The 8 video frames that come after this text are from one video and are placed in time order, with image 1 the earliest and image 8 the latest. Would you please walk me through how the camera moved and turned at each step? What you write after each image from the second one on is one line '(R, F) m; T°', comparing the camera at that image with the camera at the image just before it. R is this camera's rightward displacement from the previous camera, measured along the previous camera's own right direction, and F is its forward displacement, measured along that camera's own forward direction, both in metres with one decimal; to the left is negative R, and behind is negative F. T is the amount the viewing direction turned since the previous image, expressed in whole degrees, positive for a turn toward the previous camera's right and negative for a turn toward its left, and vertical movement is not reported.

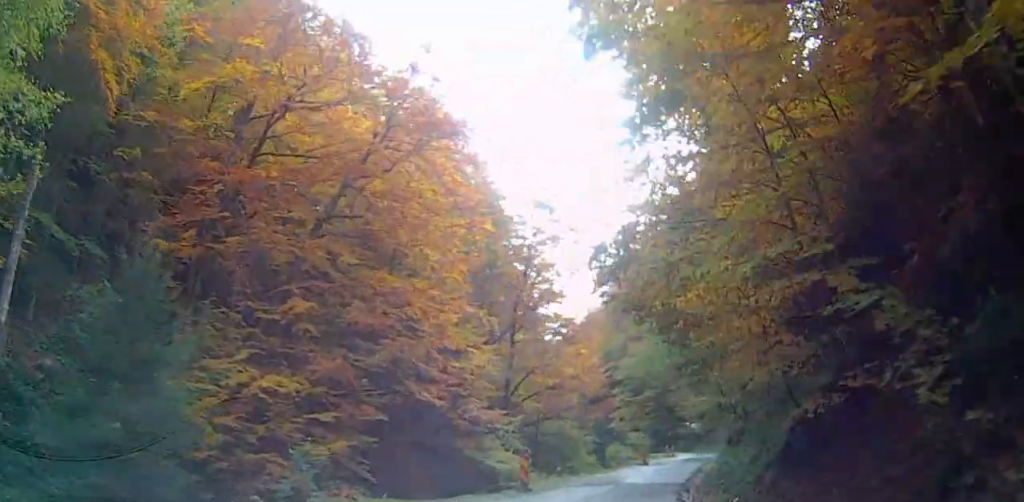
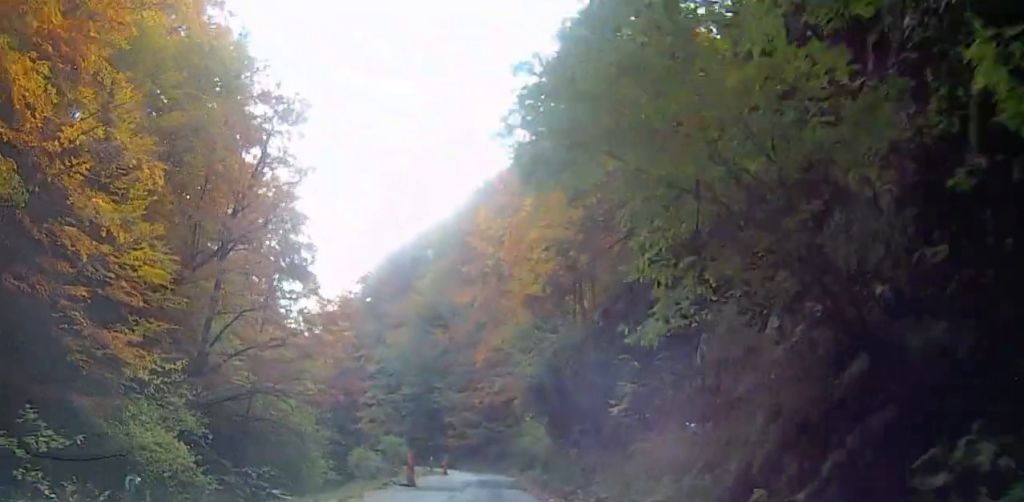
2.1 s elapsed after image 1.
(+8.8, +25.5) m; +36°
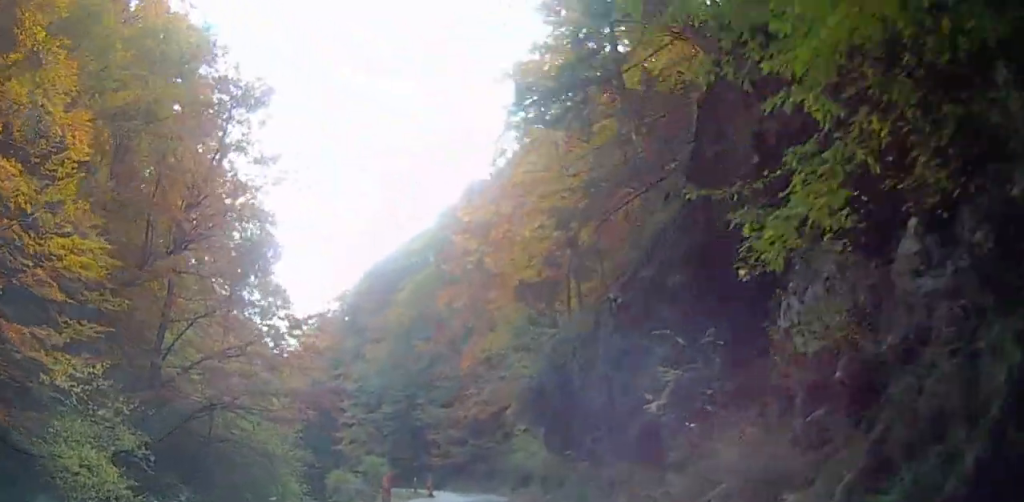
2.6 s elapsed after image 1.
(+0.3, +4.8) m; -3°
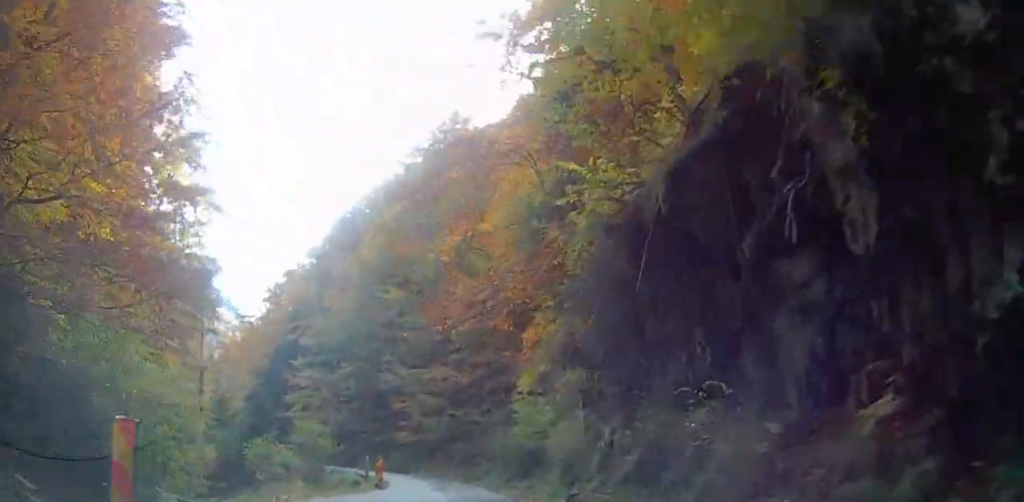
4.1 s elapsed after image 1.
(-2.0, +16.6) m; -11°
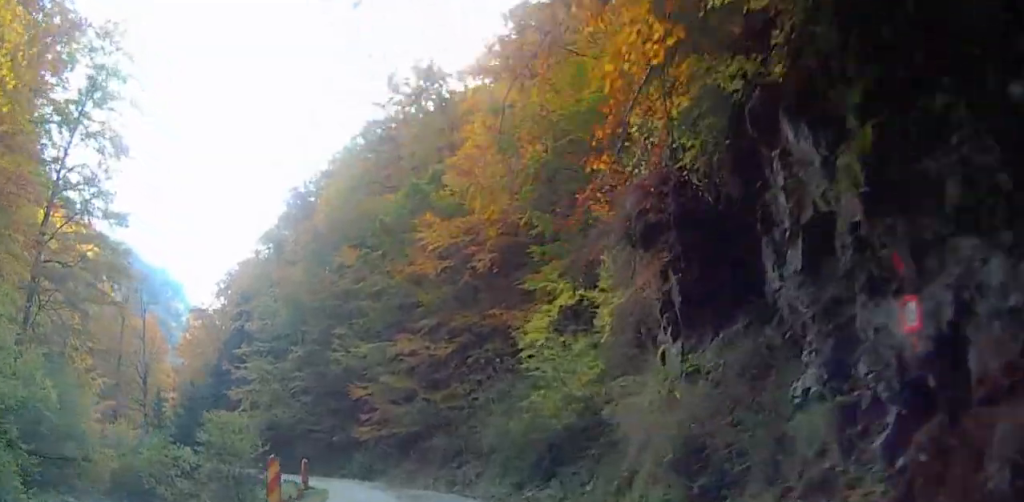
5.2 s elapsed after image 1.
(+0.3, +12.9) m; +4°
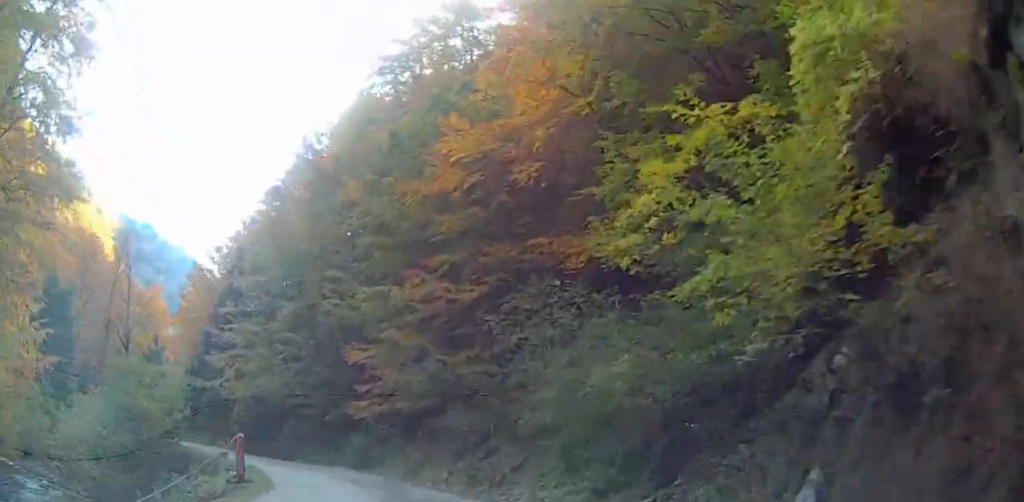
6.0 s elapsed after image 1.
(+0.7, +10.3) m; 0°
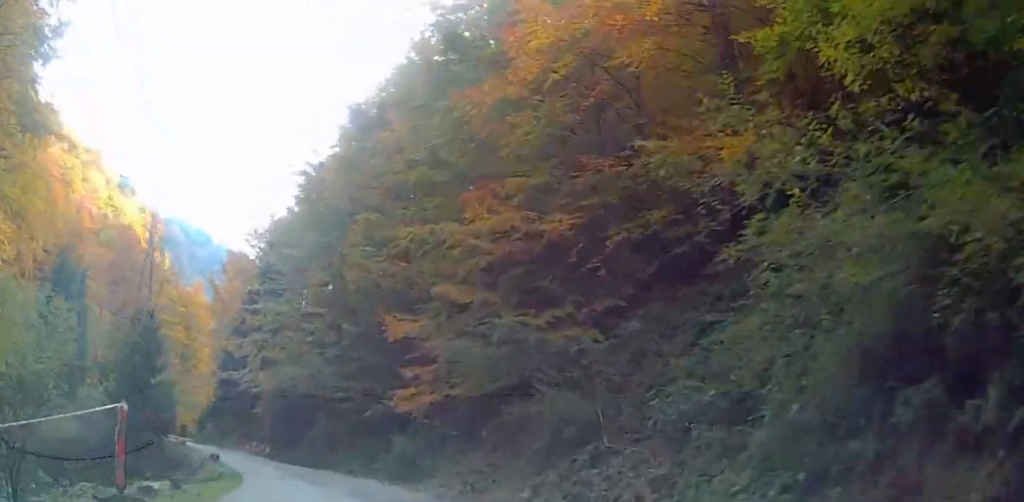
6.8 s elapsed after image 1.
(-0.7, +9.5) m; -5°
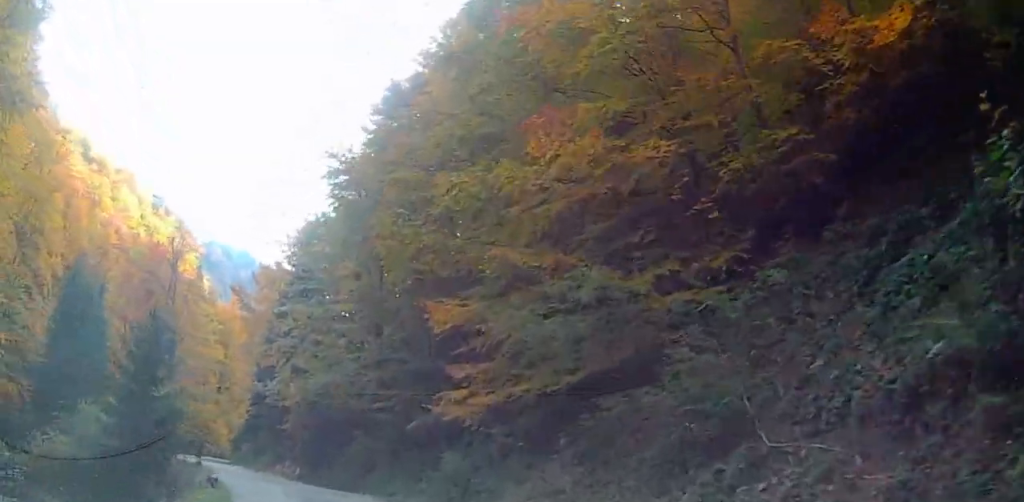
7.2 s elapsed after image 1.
(-0.1, +5.8) m; -3°
